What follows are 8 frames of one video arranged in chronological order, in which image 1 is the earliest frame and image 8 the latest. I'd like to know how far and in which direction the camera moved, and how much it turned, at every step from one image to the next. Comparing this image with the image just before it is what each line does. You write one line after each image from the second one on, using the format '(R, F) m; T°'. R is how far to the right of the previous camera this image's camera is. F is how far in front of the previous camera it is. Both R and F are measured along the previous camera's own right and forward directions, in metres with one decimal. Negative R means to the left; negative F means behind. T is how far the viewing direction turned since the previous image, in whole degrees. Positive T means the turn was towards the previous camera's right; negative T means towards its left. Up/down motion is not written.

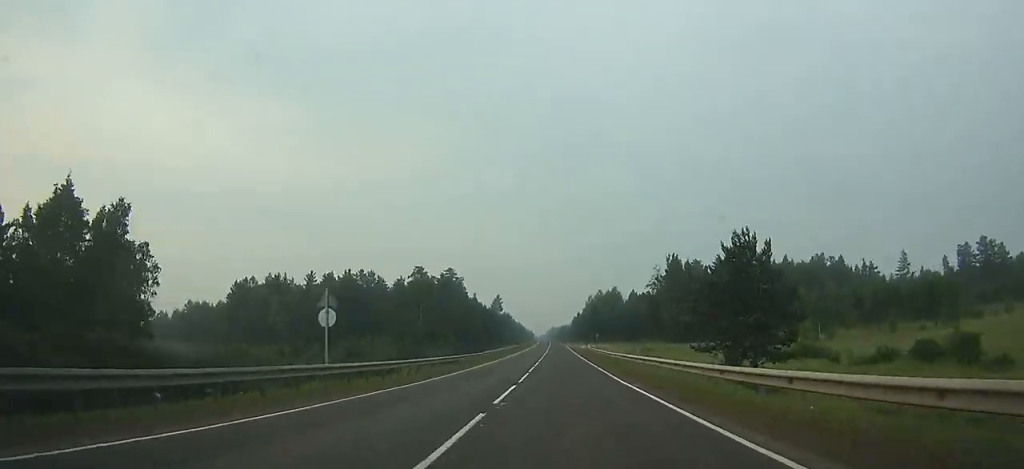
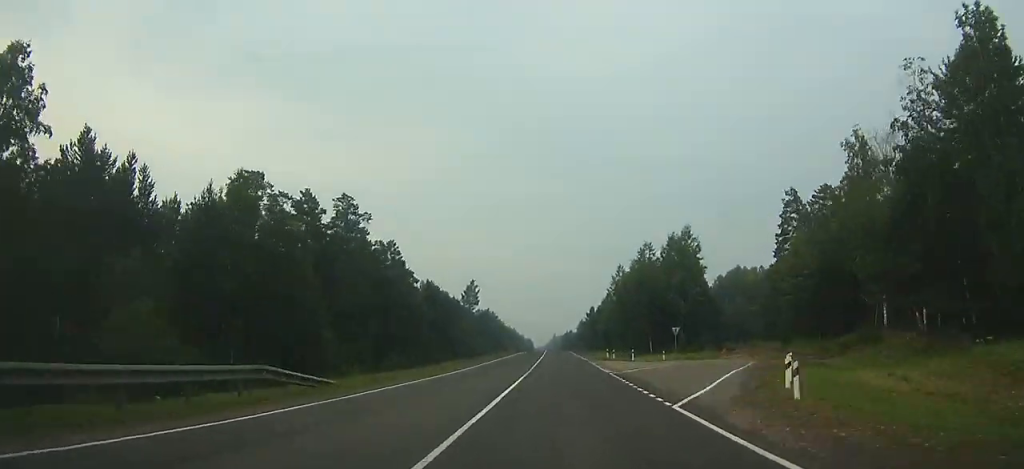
(+0.2, +95.5) m; 0°
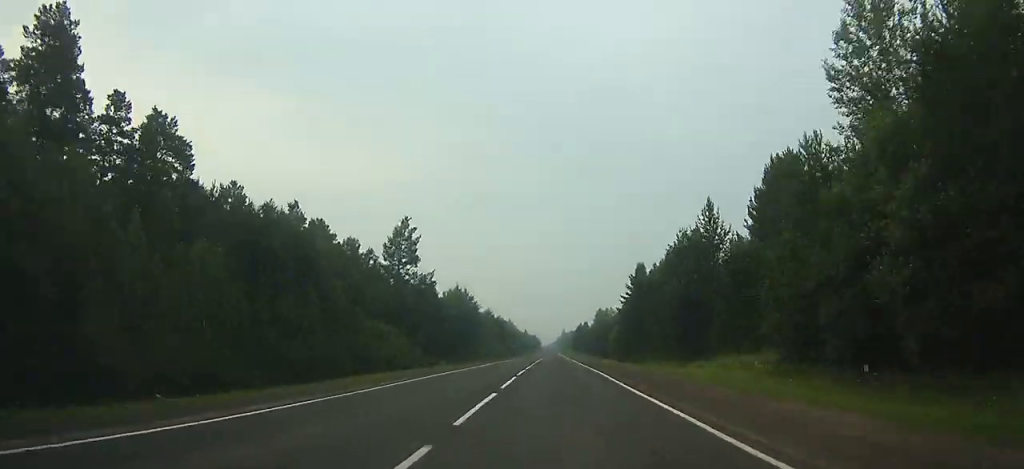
(-0.4, +92.8) m; -1°
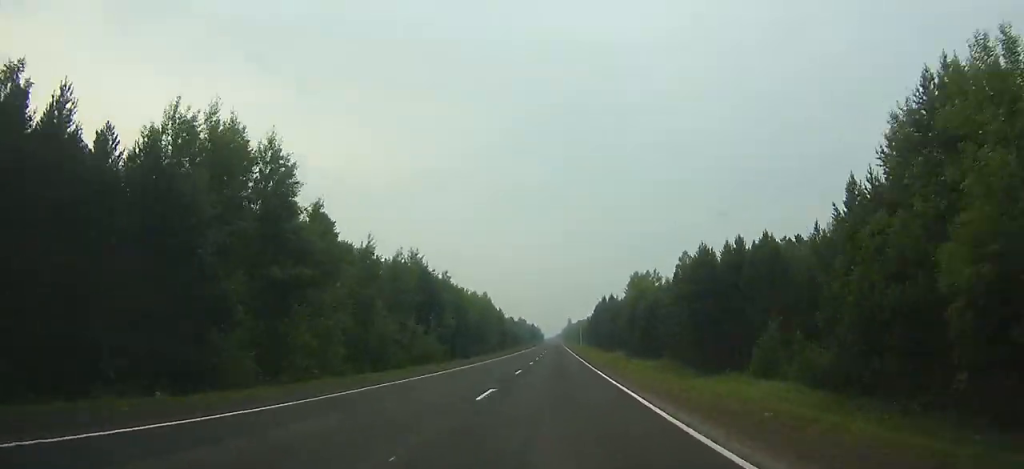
(-0.6, +113.1) m; 0°
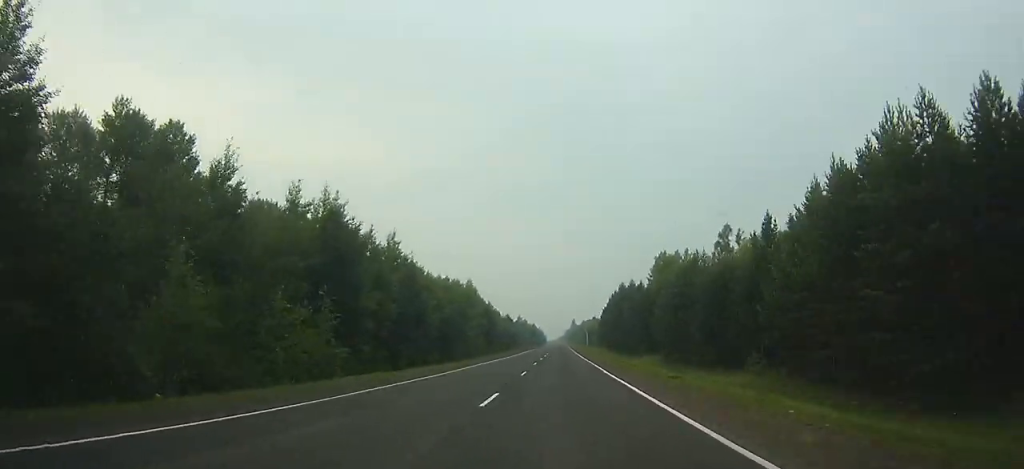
(0.0, +39.1) m; 0°
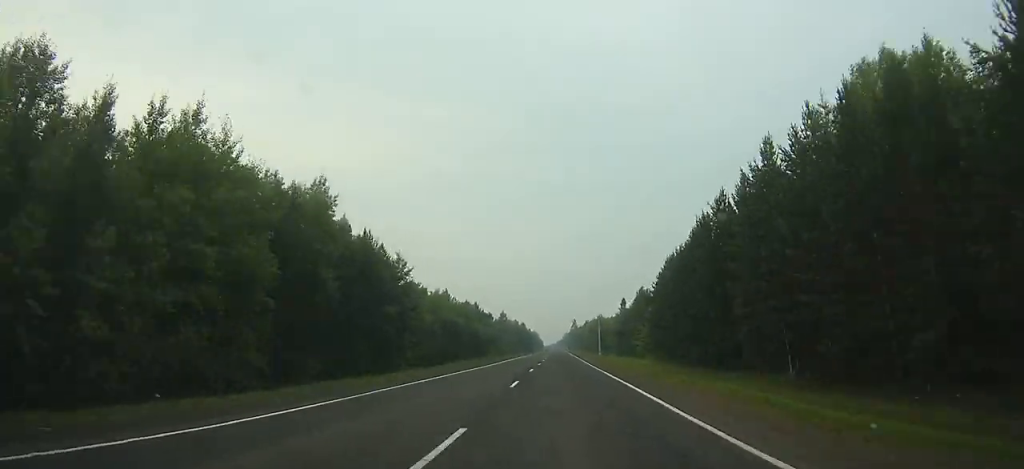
(0.0, +91.1) m; 0°
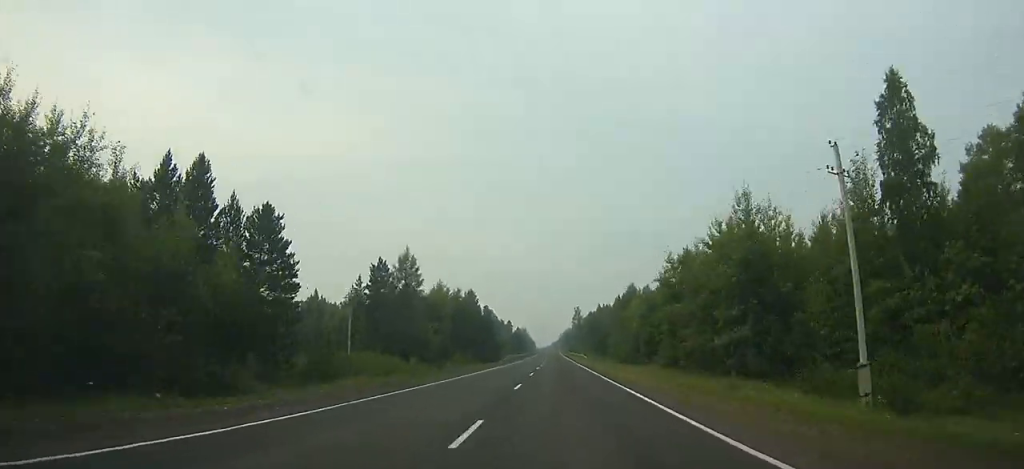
(+0.2, +156.2) m; 0°
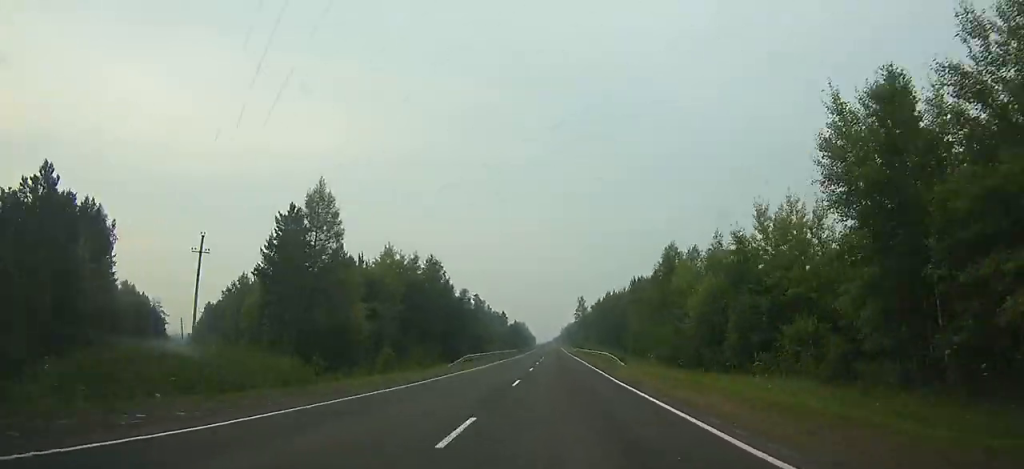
(0.0, +35.5) m; 0°
